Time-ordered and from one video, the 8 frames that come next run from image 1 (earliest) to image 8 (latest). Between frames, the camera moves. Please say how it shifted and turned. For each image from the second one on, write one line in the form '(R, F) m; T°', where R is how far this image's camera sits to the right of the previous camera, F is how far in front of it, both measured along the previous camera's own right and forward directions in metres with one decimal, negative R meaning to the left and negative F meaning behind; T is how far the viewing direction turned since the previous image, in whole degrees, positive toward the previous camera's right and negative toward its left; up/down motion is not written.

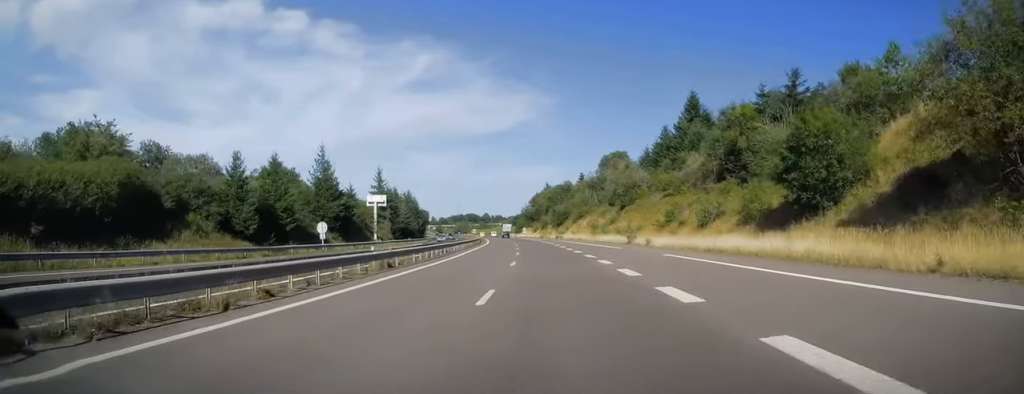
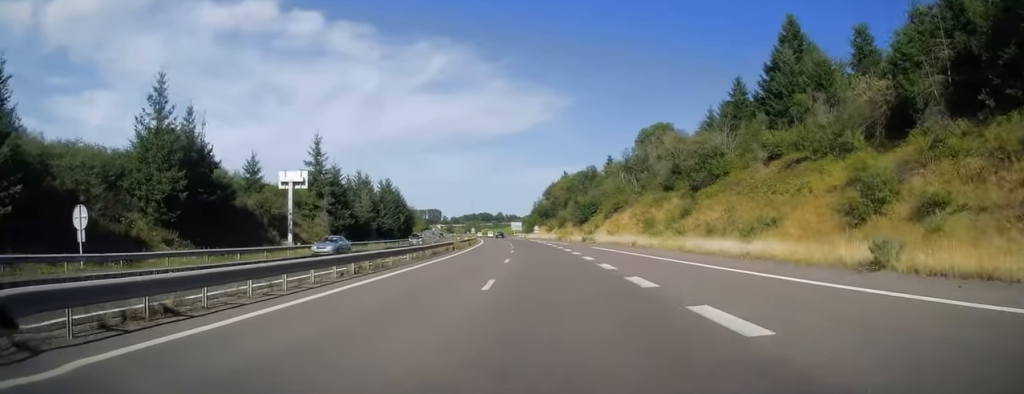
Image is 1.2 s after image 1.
(-0.6, +36.0) m; -2°
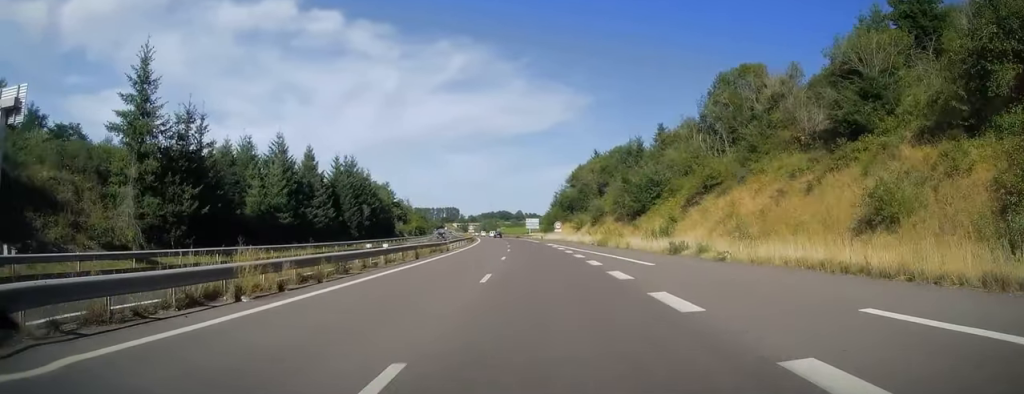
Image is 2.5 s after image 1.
(-0.4, +37.0) m; -1°
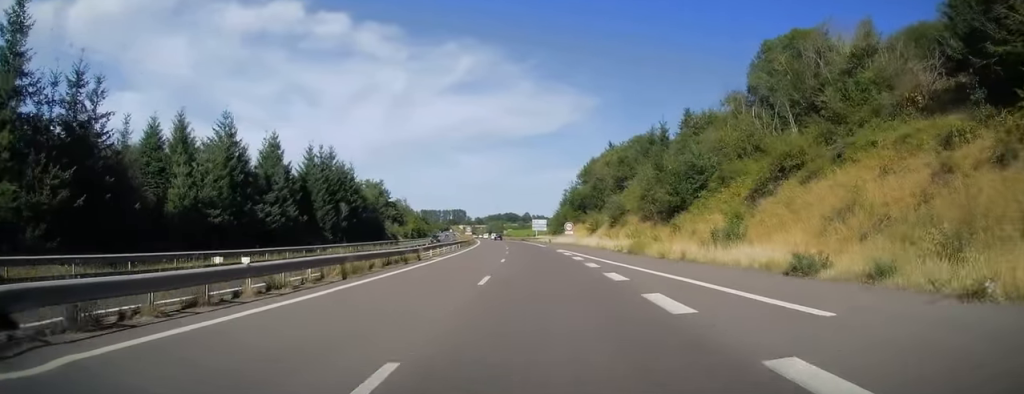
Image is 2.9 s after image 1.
(0.0, +12.8) m; -1°
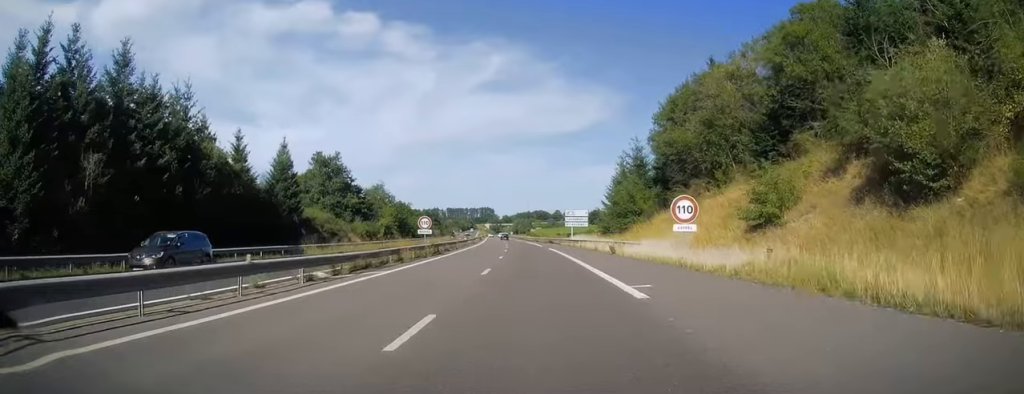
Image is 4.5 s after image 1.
(-1.3, +48.2) m; -3°
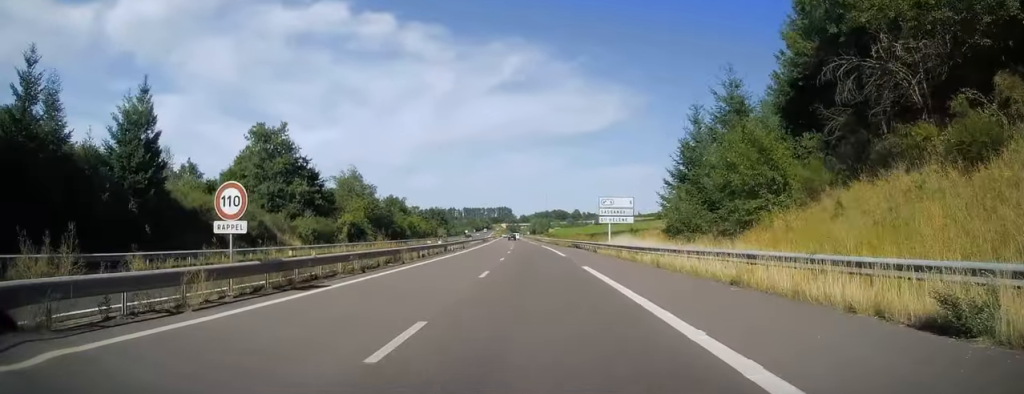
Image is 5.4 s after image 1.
(-0.1, +26.6) m; -2°
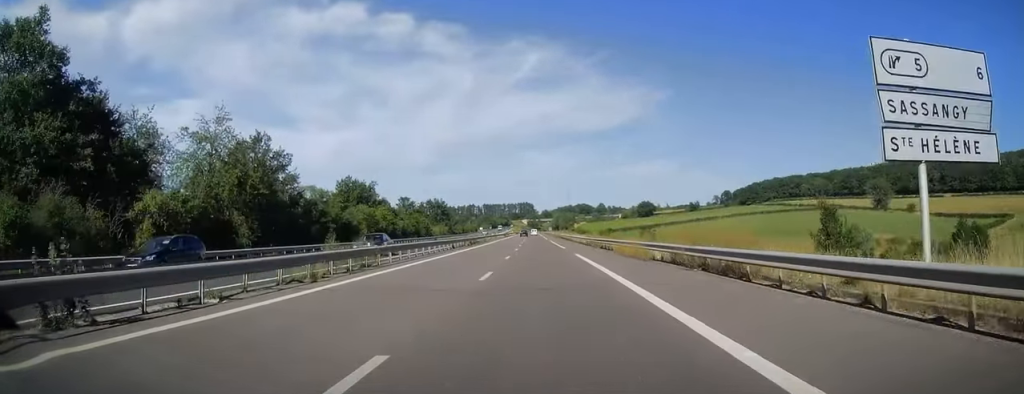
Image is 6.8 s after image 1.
(-1.2, +41.8) m; -2°
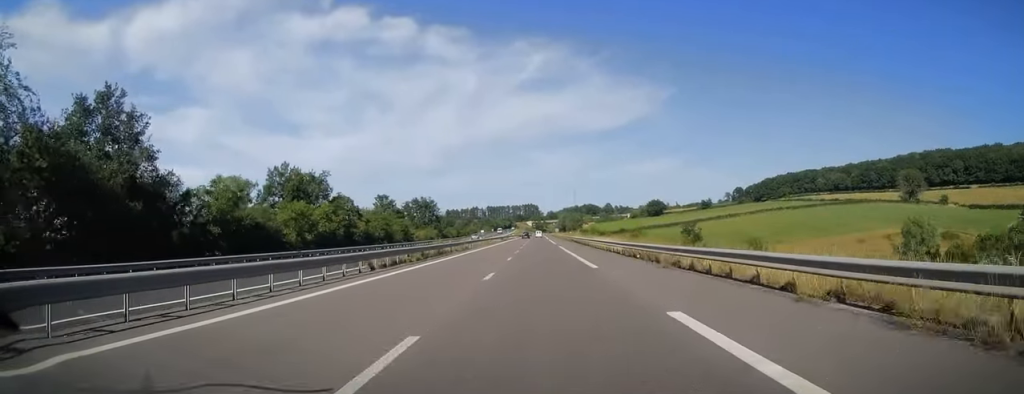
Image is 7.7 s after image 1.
(0.0, +24.6) m; -1°
